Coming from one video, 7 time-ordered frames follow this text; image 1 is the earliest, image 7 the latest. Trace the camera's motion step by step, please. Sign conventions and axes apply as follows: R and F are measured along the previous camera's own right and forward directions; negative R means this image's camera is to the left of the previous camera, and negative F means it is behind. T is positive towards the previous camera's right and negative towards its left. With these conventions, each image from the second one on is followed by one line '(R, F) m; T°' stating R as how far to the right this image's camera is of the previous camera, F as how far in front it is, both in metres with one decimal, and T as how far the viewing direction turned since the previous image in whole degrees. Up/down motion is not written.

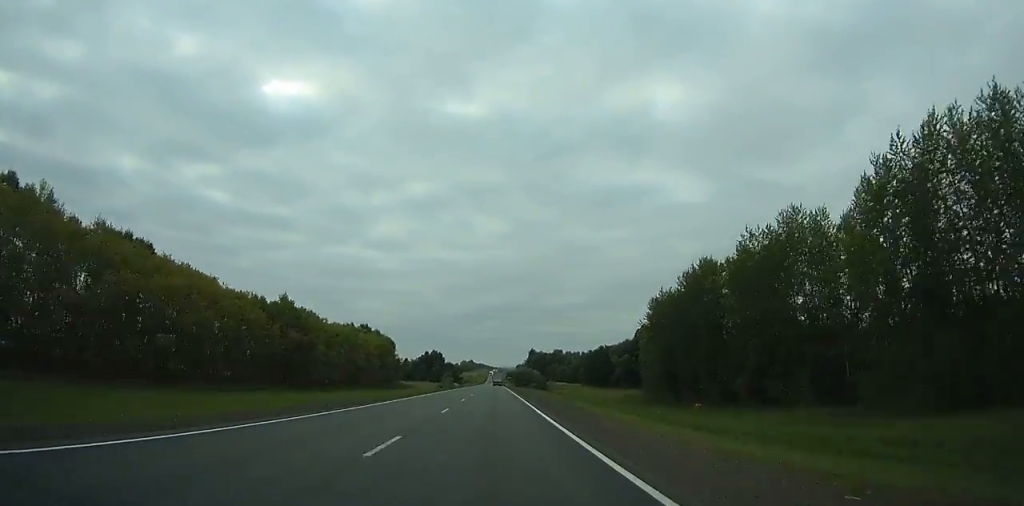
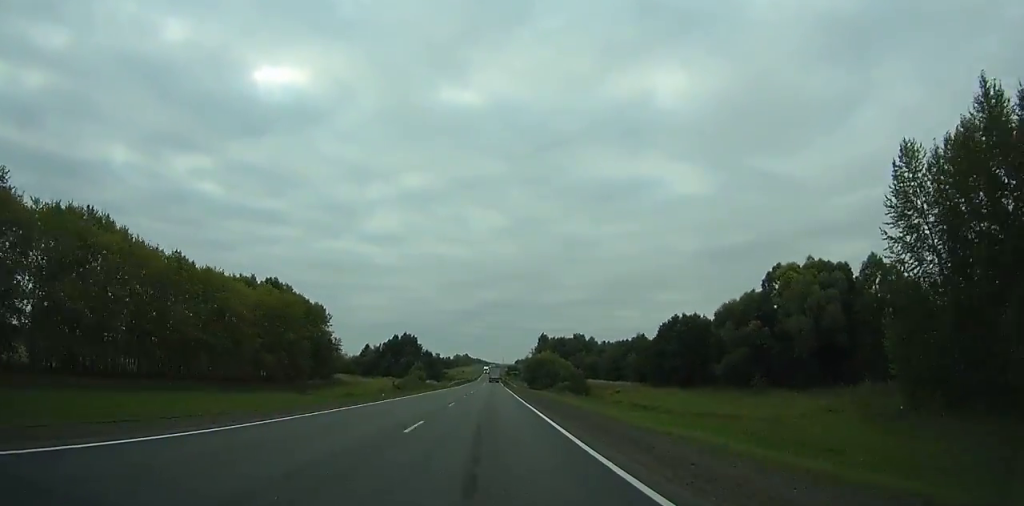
(-0.1, +92.4) m; 0°
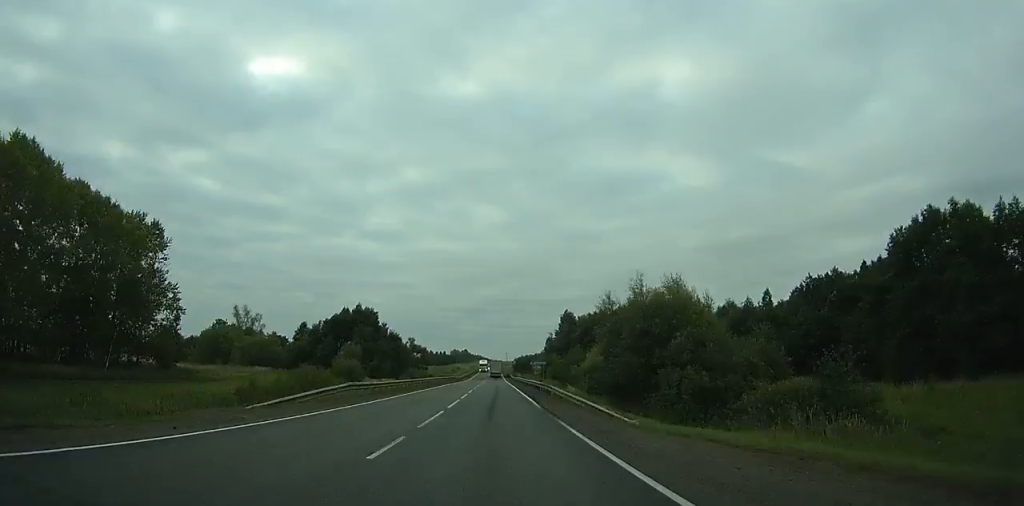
(-0.1, +78.9) m; 0°
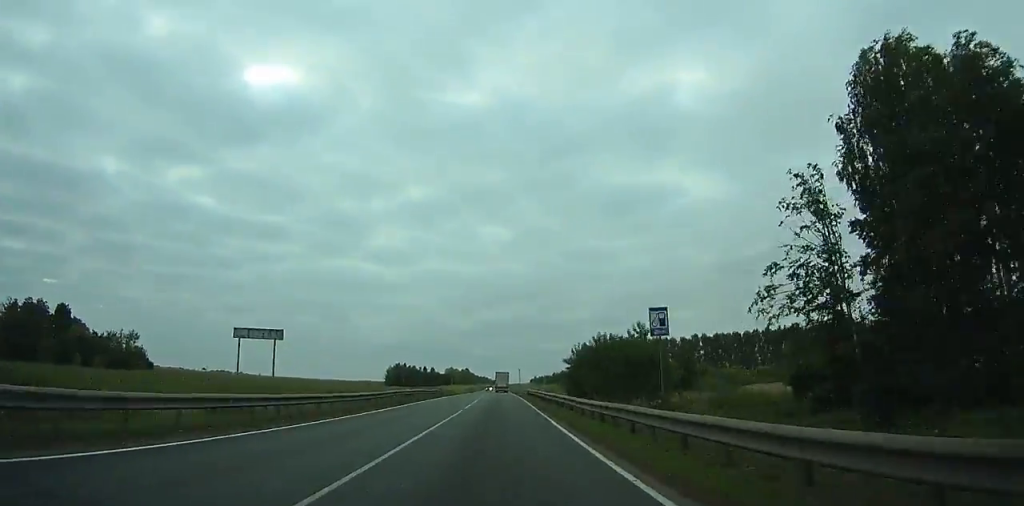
(-0.1, +153.5) m; 0°
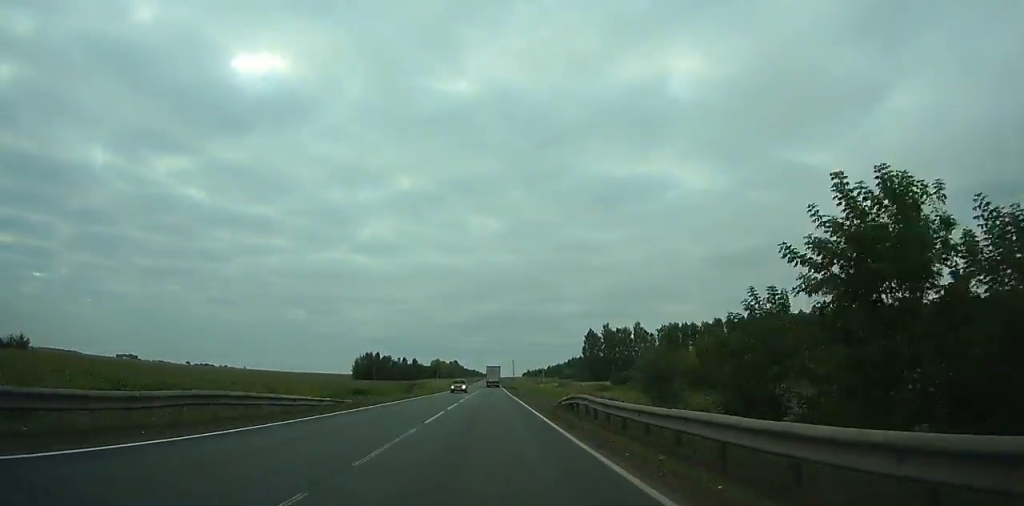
(0.0, +46.2) m; 0°
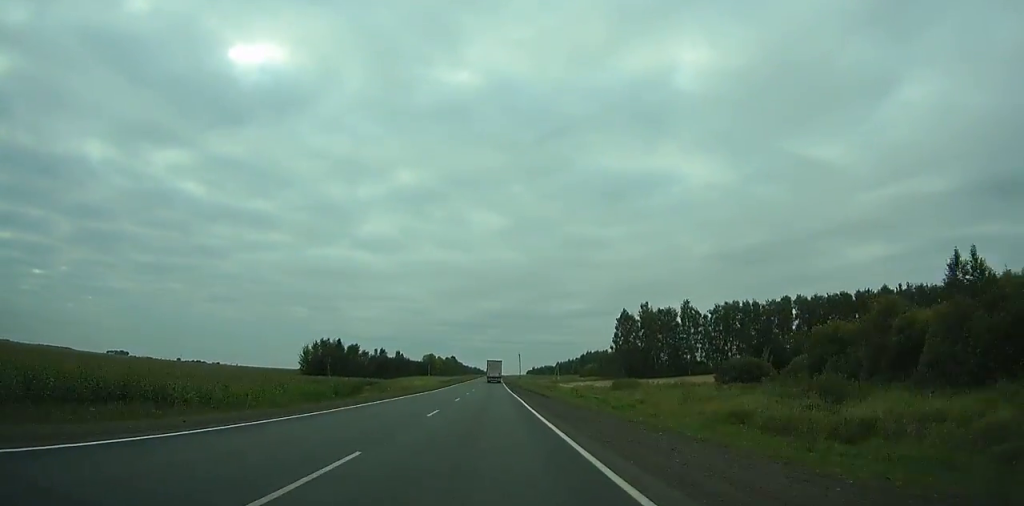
(0.0, +62.9) m; 0°
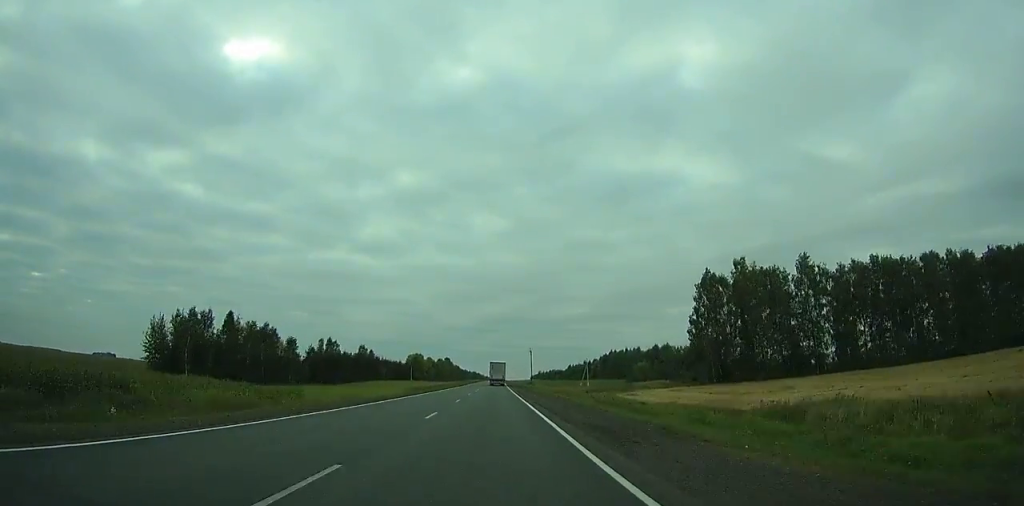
(-0.2, +77.3) m; 0°
